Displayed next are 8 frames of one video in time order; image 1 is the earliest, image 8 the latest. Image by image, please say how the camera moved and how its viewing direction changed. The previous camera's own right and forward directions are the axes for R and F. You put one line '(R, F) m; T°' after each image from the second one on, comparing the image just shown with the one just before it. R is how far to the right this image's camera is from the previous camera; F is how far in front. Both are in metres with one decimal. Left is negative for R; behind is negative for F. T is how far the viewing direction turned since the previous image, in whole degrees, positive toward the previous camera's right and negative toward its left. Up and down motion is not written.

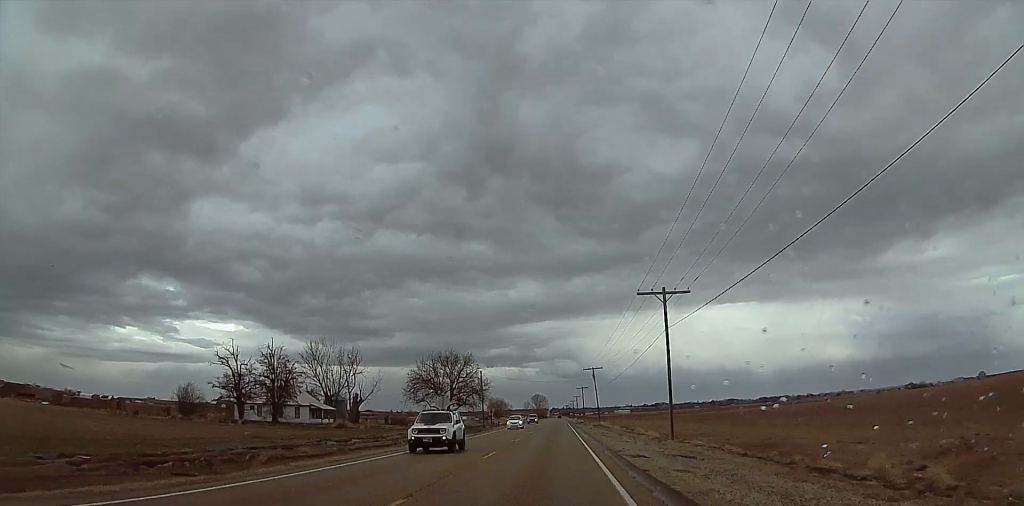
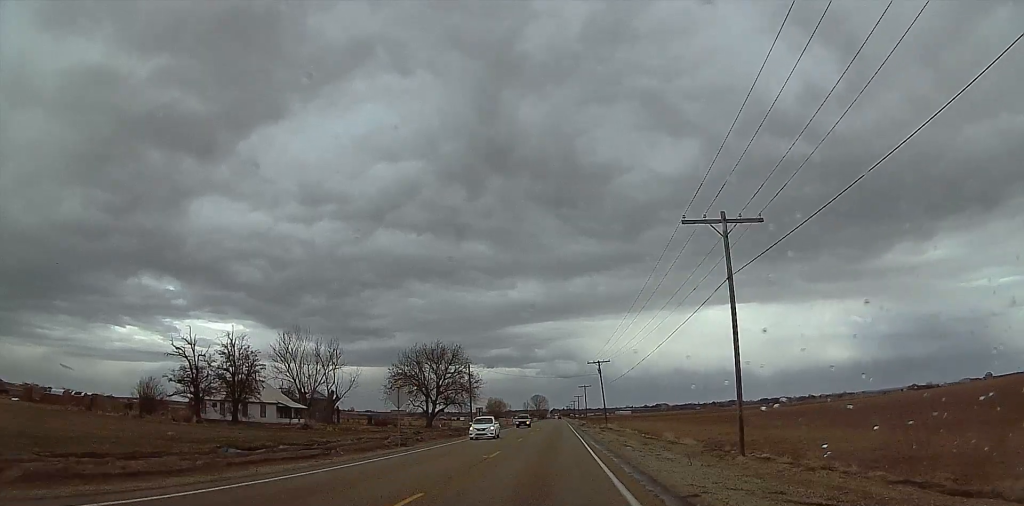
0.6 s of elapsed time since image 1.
(0.0, +13.9) m; 0°
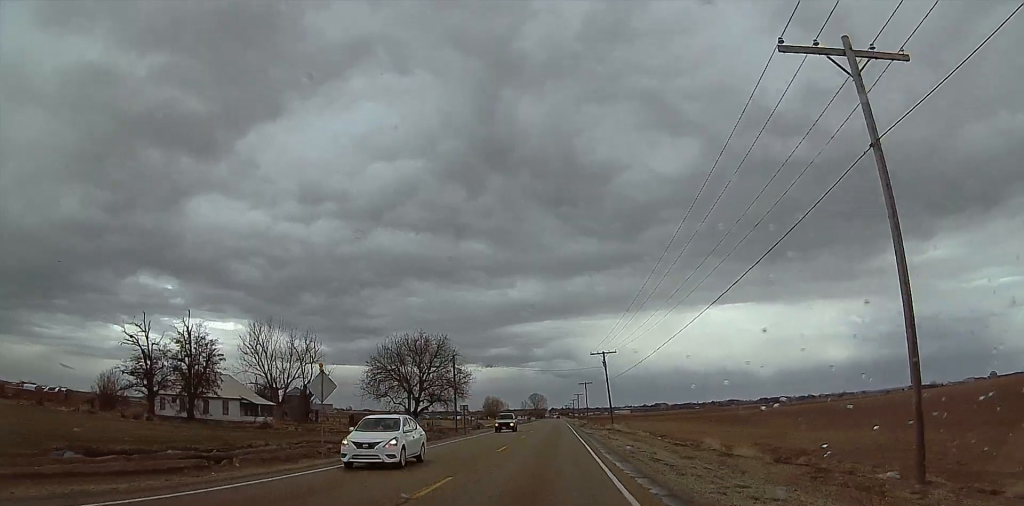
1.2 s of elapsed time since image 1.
(0.0, +11.8) m; 0°
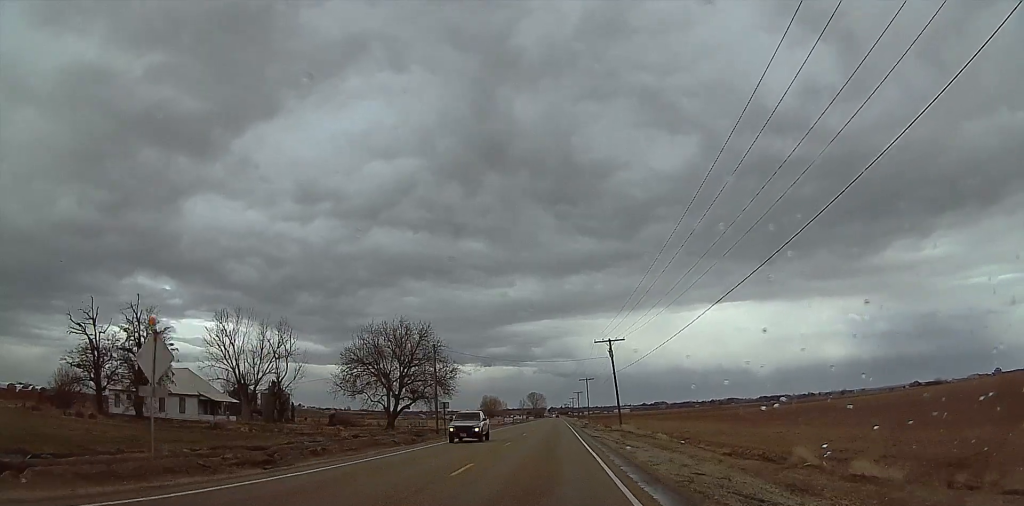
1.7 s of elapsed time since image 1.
(0.0, +11.1) m; 0°
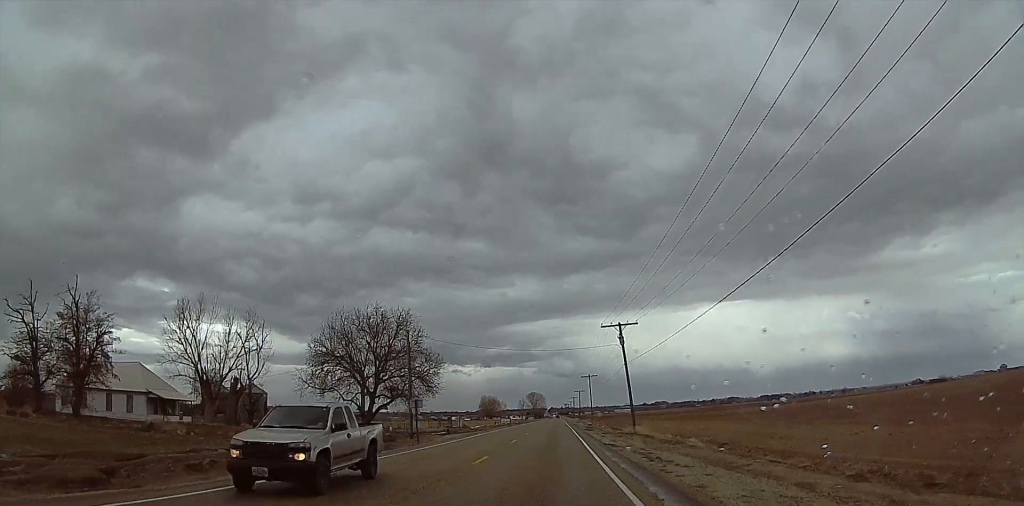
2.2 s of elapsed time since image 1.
(0.0, +11.2) m; 0°
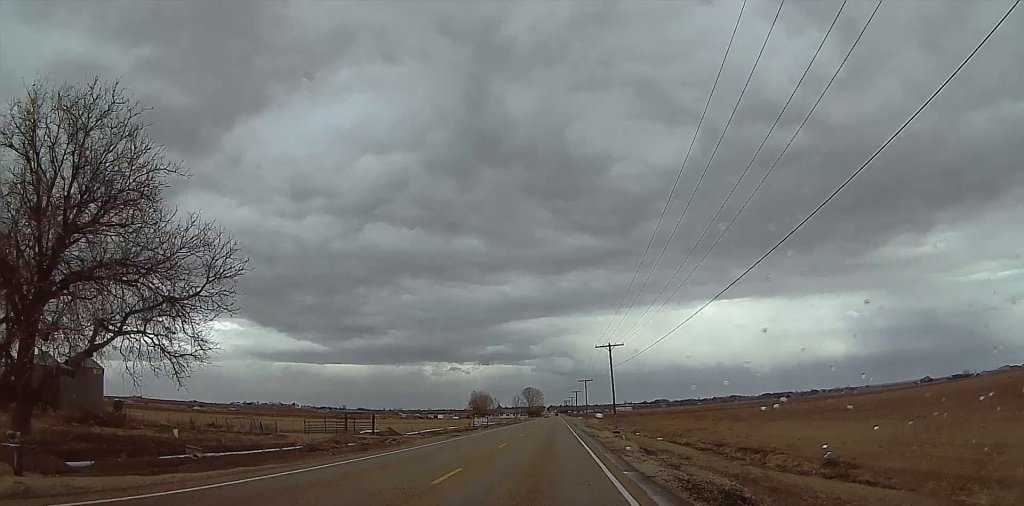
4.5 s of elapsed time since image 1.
(0.0, +51.5) m; 0°
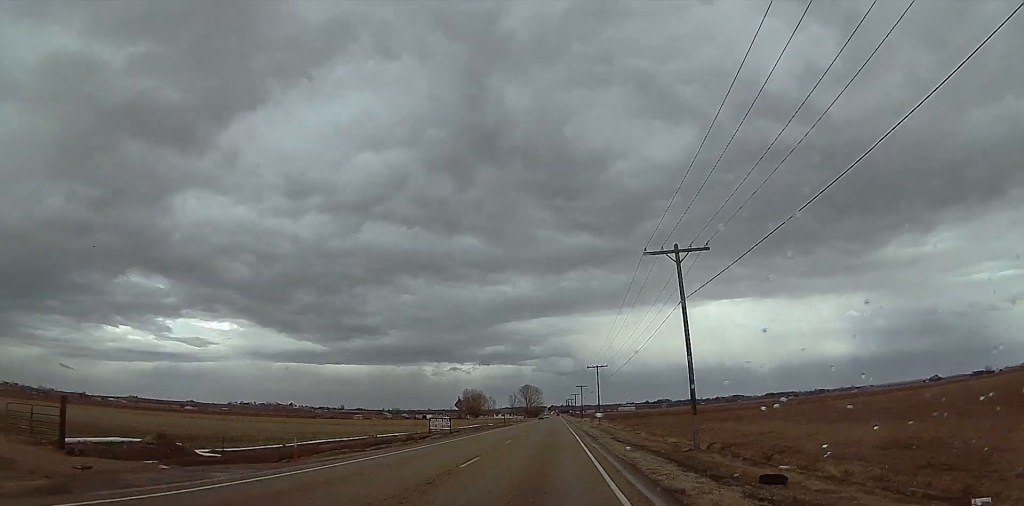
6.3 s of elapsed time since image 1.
(0.0, +42.0) m; 0°
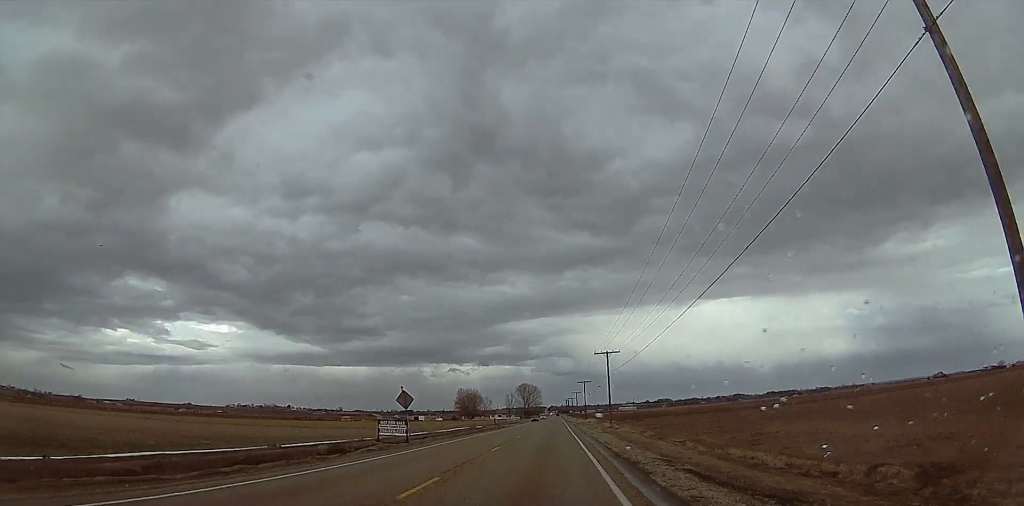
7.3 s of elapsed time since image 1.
(0.0, +22.5) m; 0°
